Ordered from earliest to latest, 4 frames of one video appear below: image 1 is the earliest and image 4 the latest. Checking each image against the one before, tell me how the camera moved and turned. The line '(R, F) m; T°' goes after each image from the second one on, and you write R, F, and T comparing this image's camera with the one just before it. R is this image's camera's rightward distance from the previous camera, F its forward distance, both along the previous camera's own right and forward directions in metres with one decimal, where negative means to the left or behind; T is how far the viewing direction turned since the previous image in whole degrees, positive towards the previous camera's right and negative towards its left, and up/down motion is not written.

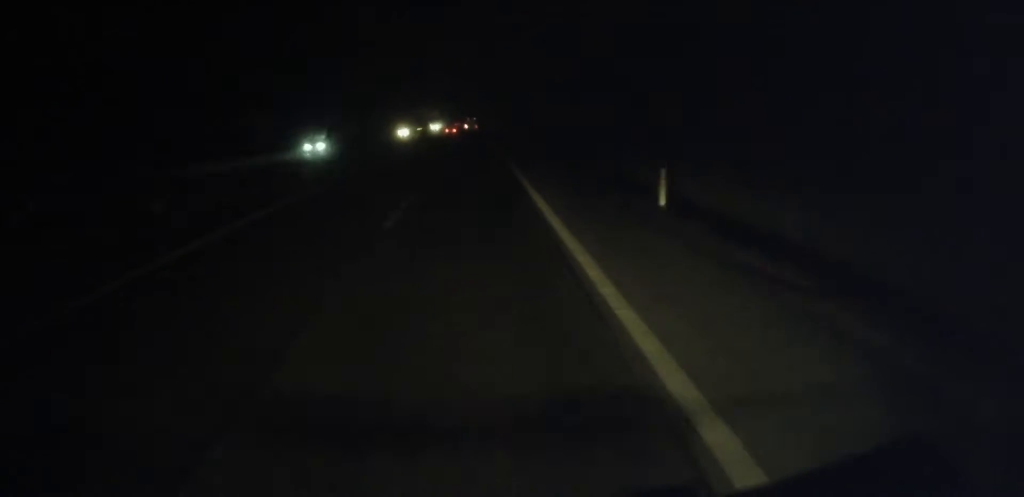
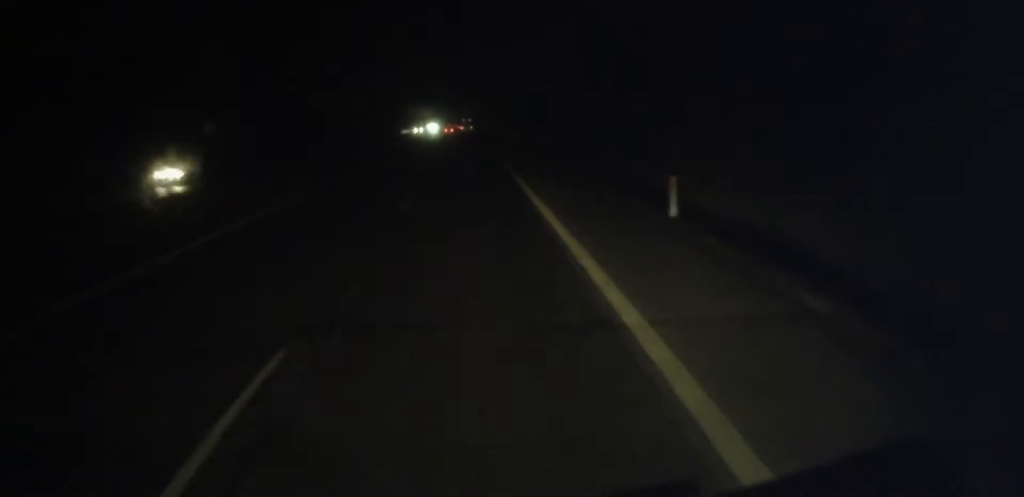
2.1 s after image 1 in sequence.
(-0.3, +49.9) m; 0°
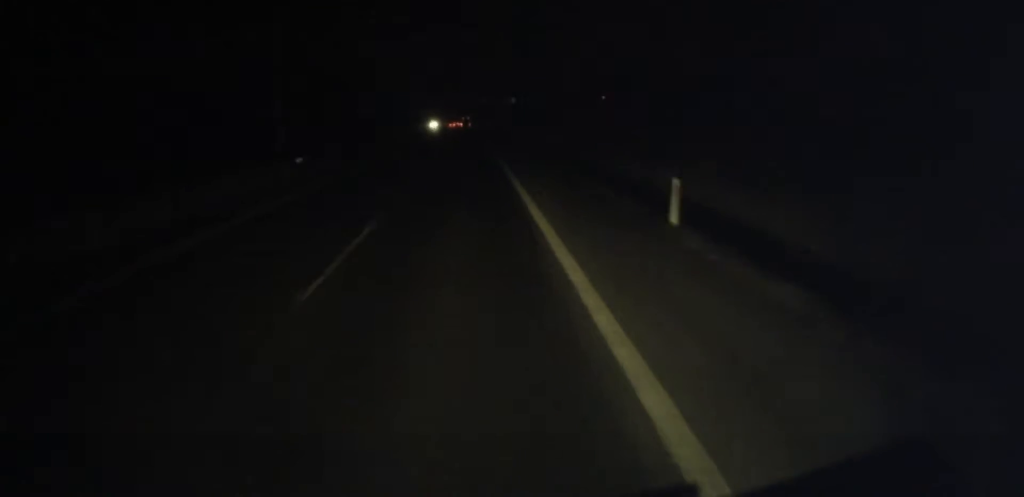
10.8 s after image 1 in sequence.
(-3.0, +202.5) m; -1°
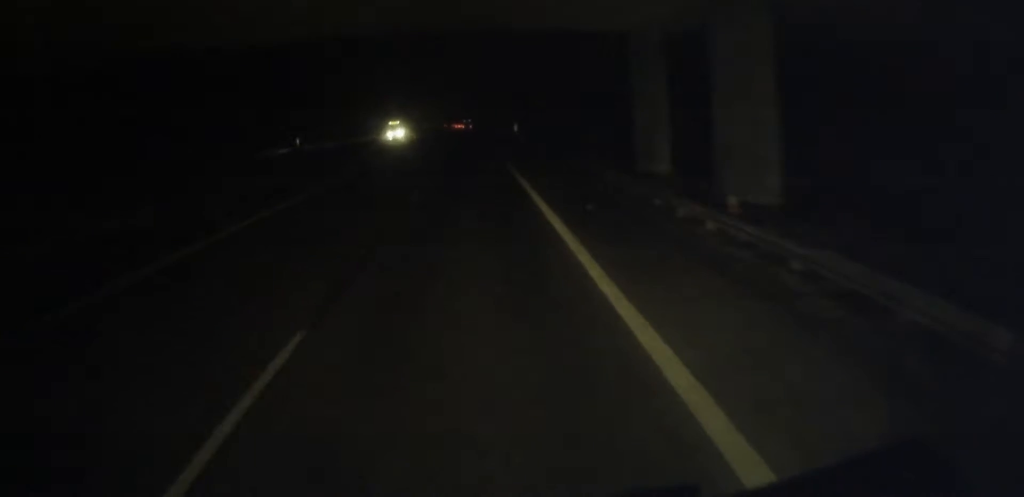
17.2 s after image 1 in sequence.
(-1.4, +149.2) m; -1°
